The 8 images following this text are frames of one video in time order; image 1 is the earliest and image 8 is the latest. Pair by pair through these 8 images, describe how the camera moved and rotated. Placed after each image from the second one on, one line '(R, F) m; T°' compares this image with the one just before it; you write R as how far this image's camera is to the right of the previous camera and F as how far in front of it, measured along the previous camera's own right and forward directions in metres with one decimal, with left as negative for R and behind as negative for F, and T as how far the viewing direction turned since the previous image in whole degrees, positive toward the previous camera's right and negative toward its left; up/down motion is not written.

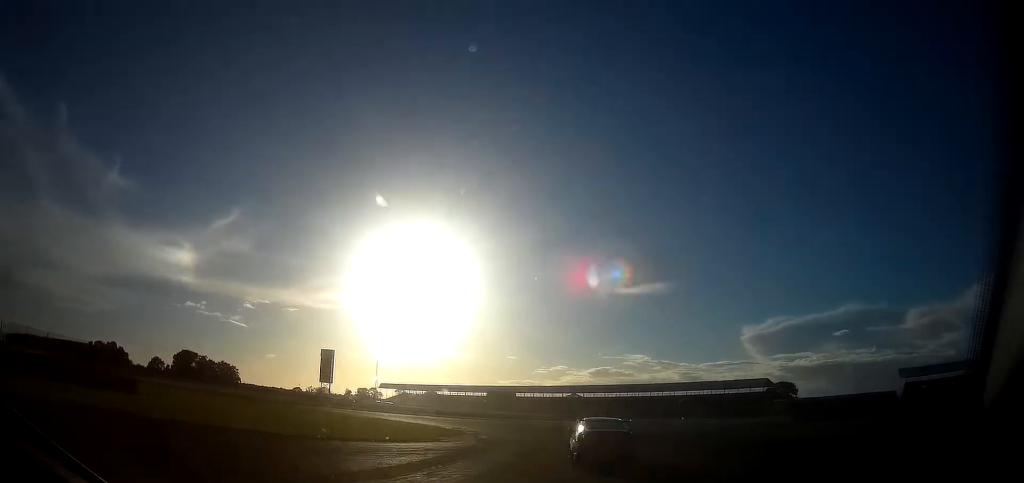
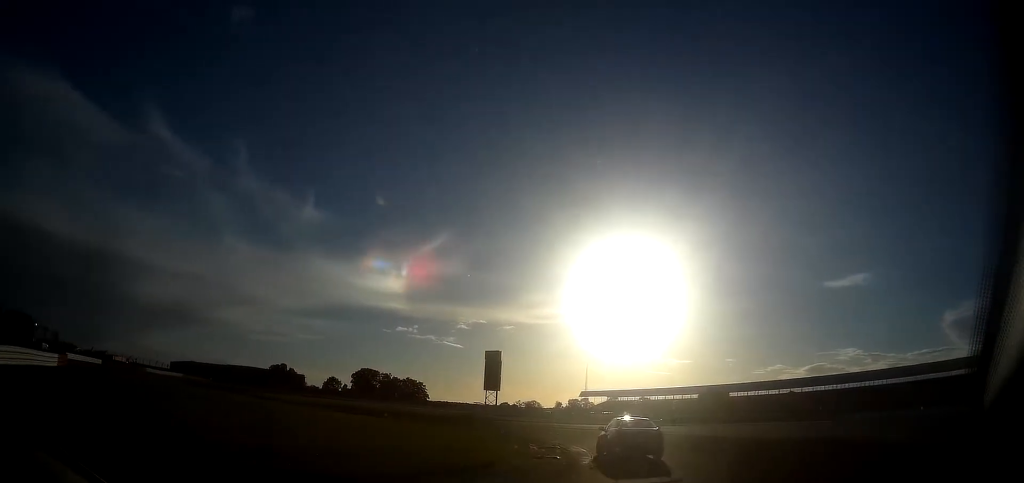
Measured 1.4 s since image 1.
(-7.3, +23.0) m; -34°
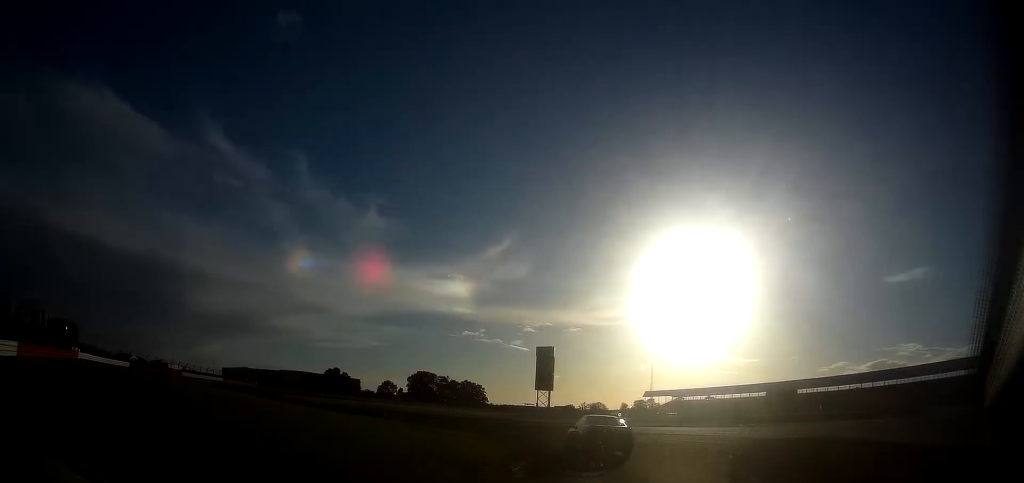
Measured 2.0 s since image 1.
(-1.6, +10.3) m; -11°
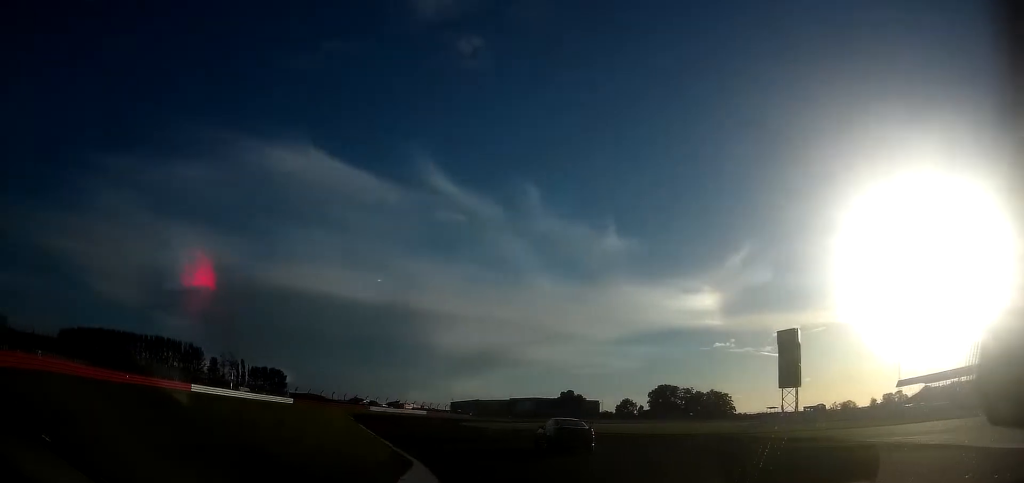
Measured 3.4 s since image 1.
(-4.3, +24.6) m; -20°
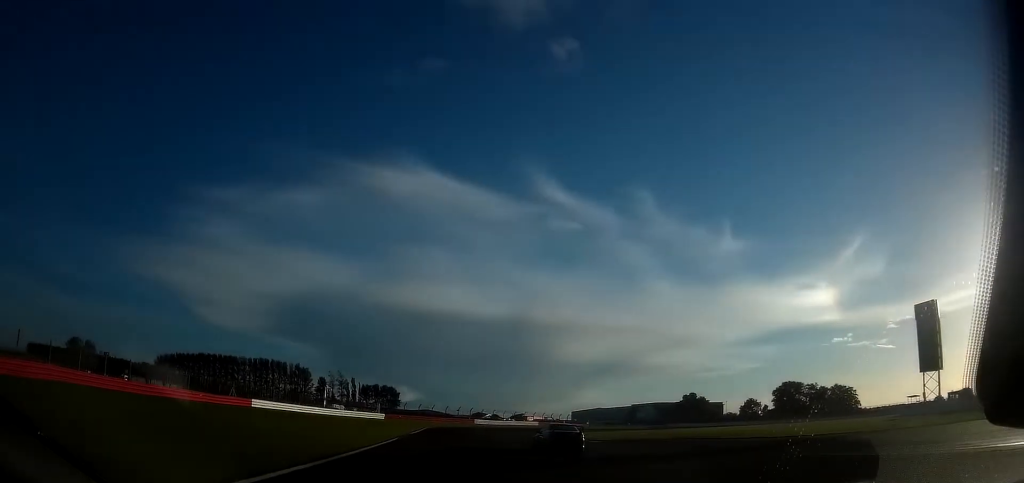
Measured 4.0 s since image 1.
(-1.0, +12.7) m; -9°
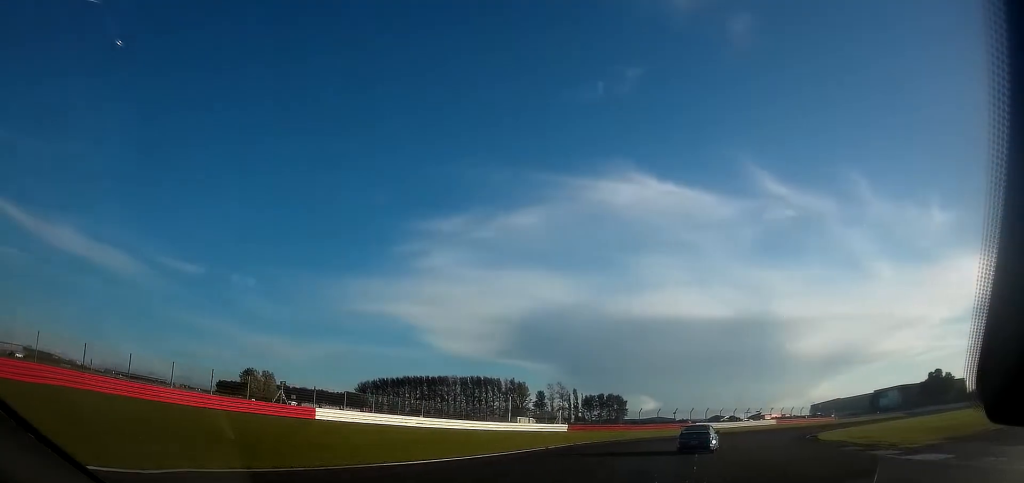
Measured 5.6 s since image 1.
(-3.1, +33.9) m; -5°
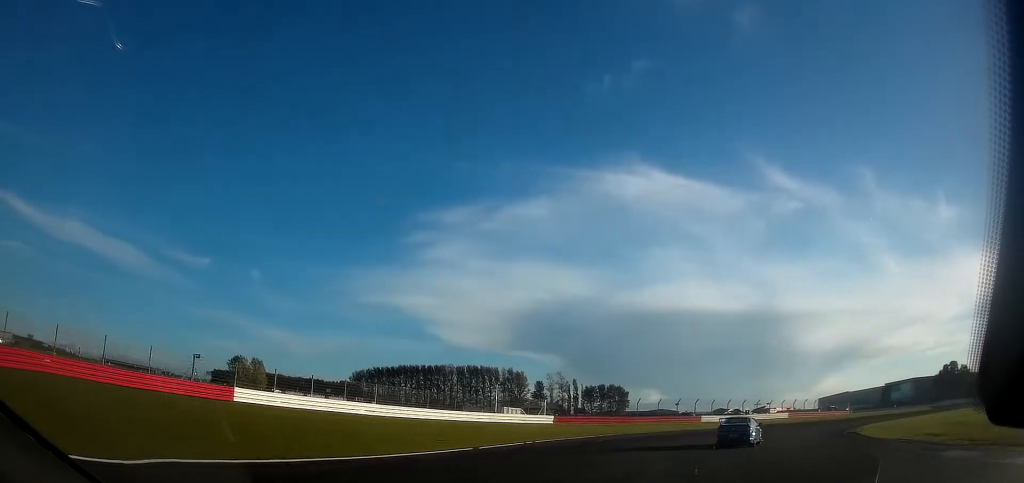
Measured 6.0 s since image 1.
(-0.4, +11.3) m; +1°
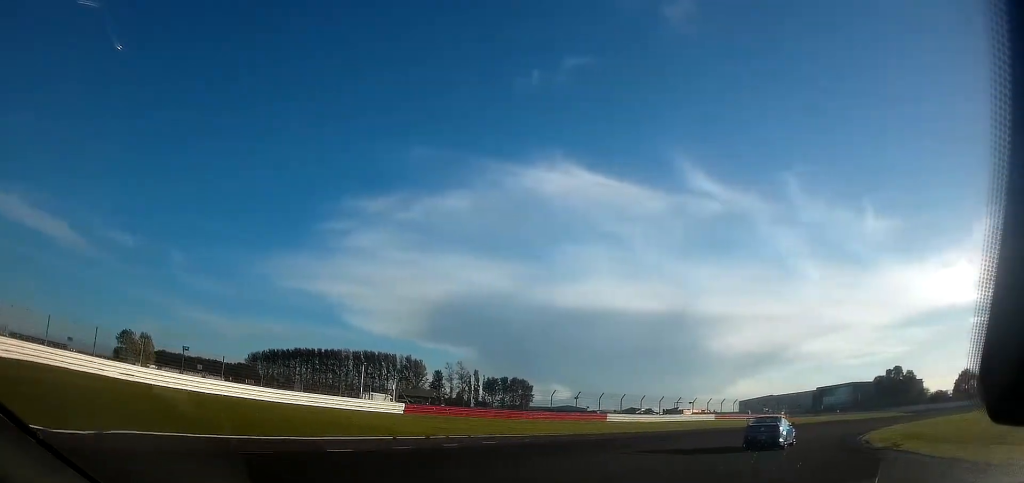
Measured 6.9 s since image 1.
(+0.9, +19.1) m; +7°
